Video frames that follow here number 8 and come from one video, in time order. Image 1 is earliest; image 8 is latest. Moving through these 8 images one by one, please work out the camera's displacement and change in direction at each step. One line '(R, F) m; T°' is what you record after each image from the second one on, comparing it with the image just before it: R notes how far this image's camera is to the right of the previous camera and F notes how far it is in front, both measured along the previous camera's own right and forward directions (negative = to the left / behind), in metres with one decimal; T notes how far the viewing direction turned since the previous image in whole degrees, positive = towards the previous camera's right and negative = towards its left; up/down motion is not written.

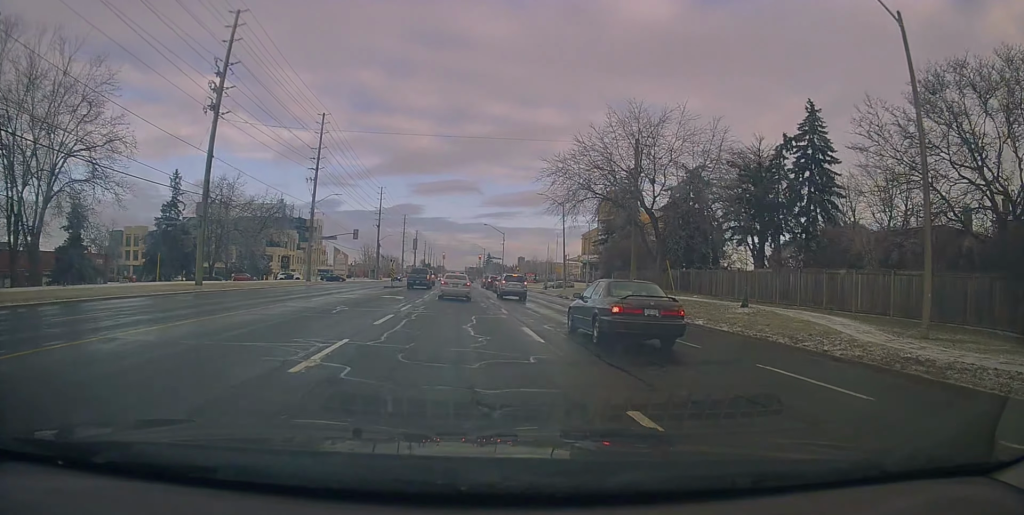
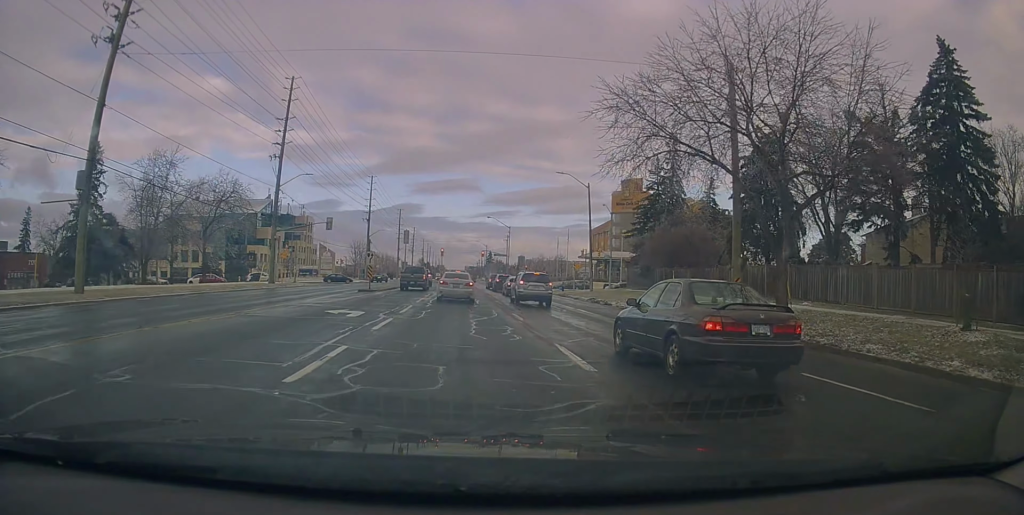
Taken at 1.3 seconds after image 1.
(+0.4, +15.3) m; +1°
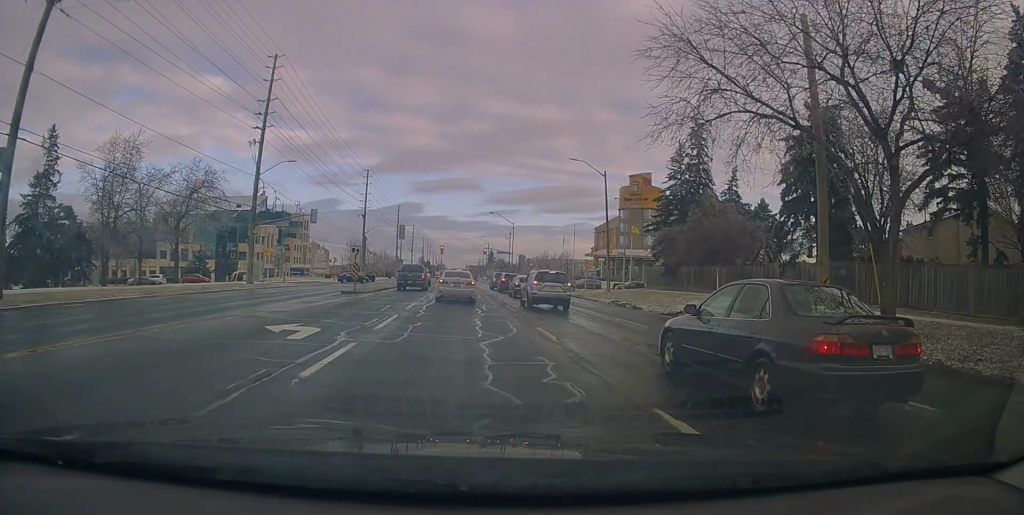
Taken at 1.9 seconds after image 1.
(-0.1, +6.8) m; +1°
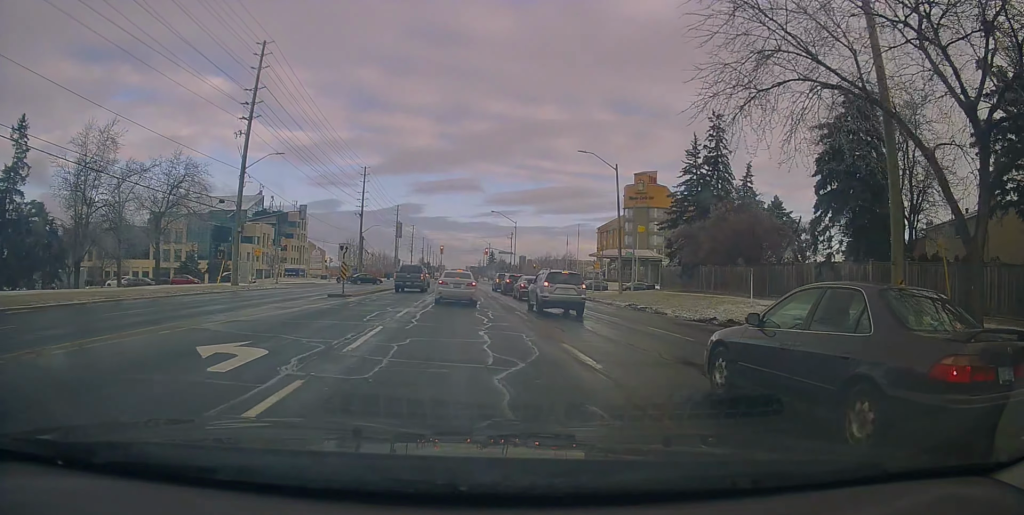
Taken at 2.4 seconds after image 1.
(-0.3, +4.6) m; 0°
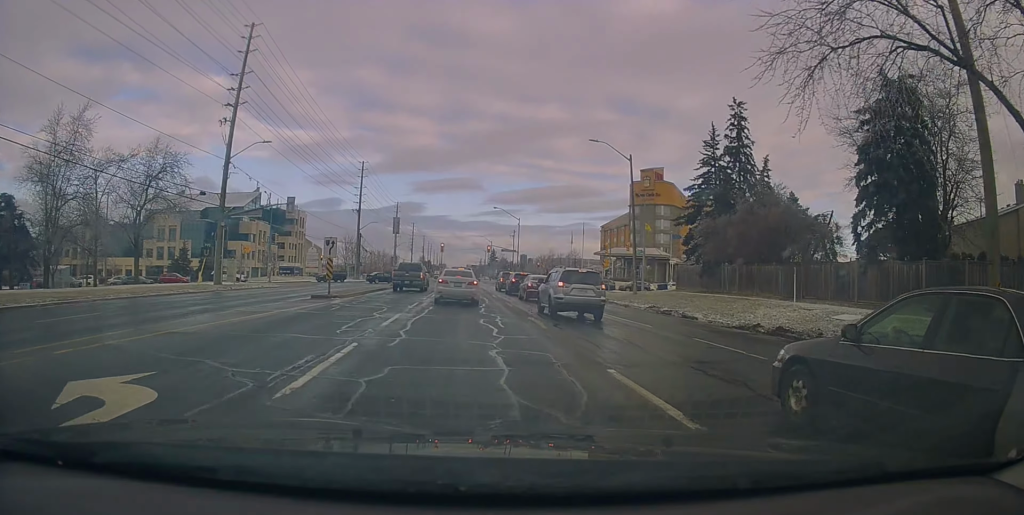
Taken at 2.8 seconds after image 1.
(+0.2, +3.9) m; 0°
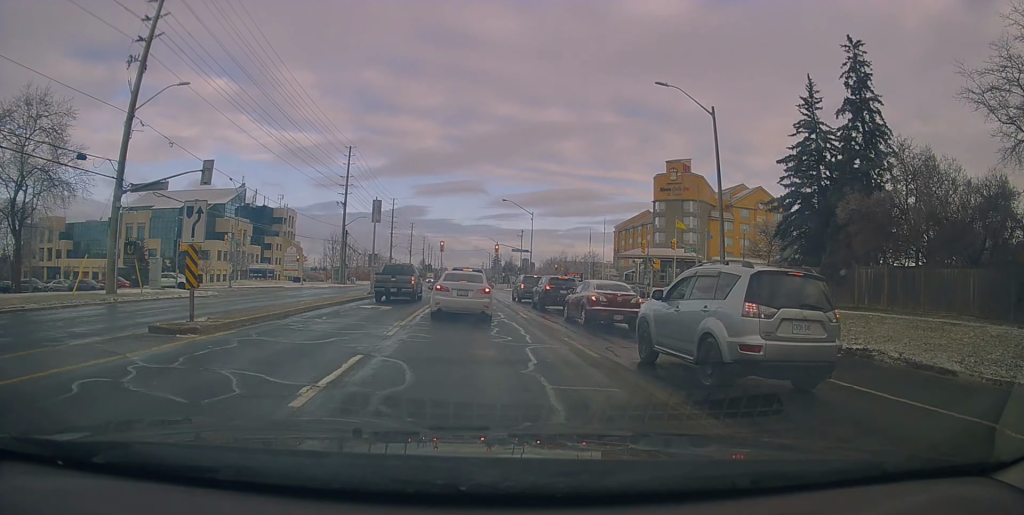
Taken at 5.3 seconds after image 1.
(-0.2, +16.9) m; -4°
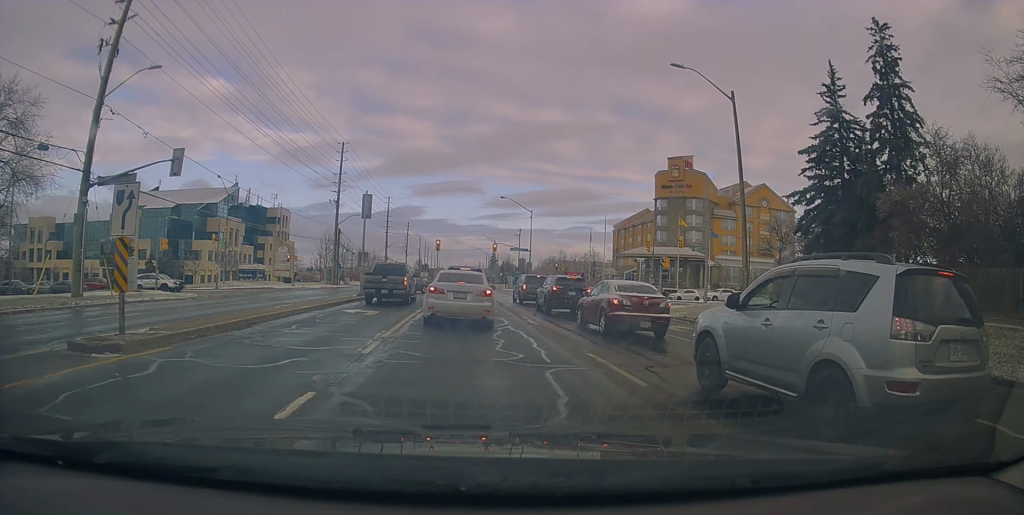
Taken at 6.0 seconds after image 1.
(-0.2, +3.5) m; -1°
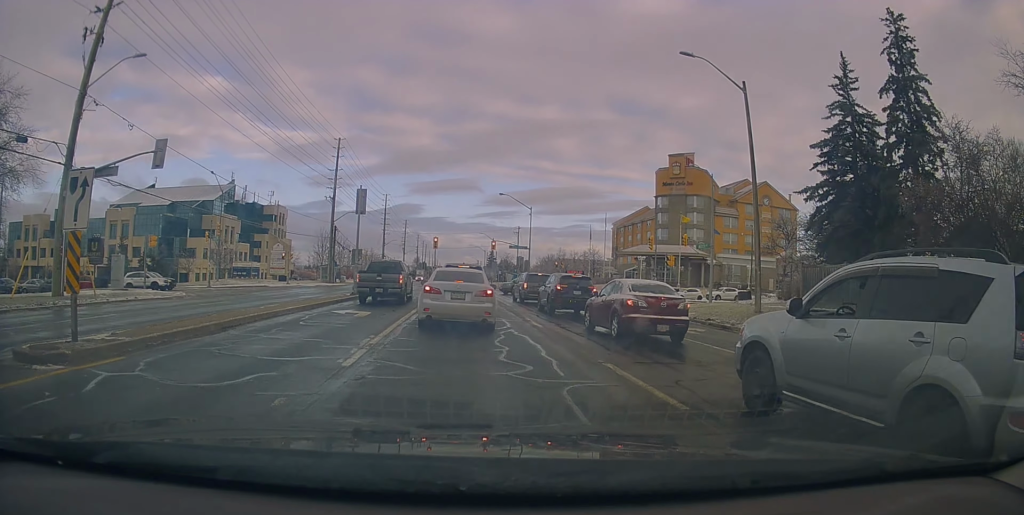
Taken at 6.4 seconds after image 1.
(-0.2, +1.9) m; -1°
